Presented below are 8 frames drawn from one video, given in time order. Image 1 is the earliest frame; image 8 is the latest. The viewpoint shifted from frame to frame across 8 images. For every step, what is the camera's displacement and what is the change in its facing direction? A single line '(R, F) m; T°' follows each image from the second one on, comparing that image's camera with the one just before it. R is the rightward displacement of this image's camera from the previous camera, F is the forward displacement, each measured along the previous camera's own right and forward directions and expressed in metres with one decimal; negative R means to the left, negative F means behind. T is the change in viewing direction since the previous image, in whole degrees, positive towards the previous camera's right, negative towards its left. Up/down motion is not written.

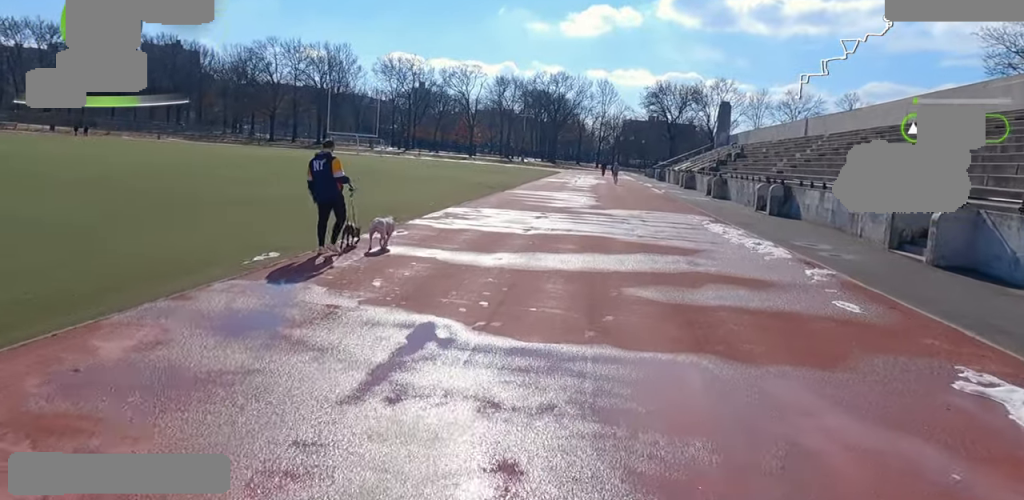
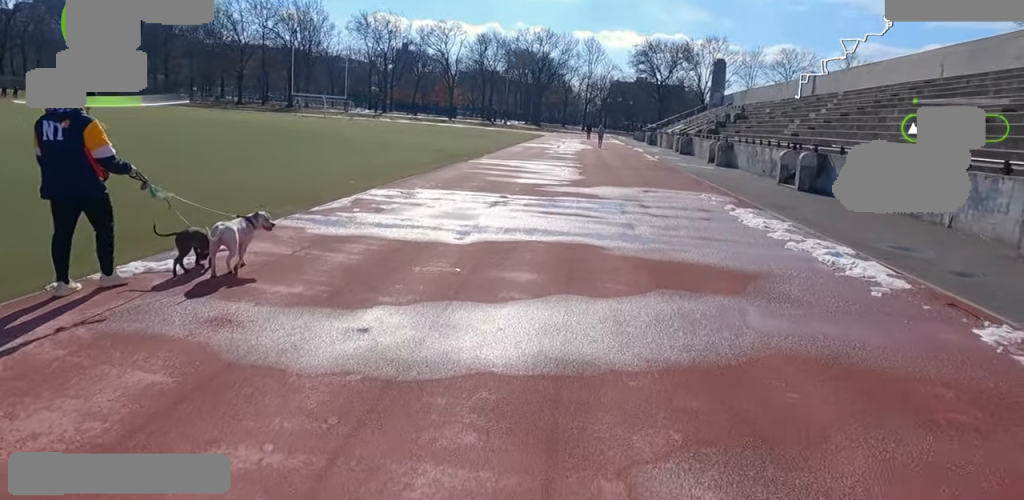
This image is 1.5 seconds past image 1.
(-1.0, +5.2) m; -13°
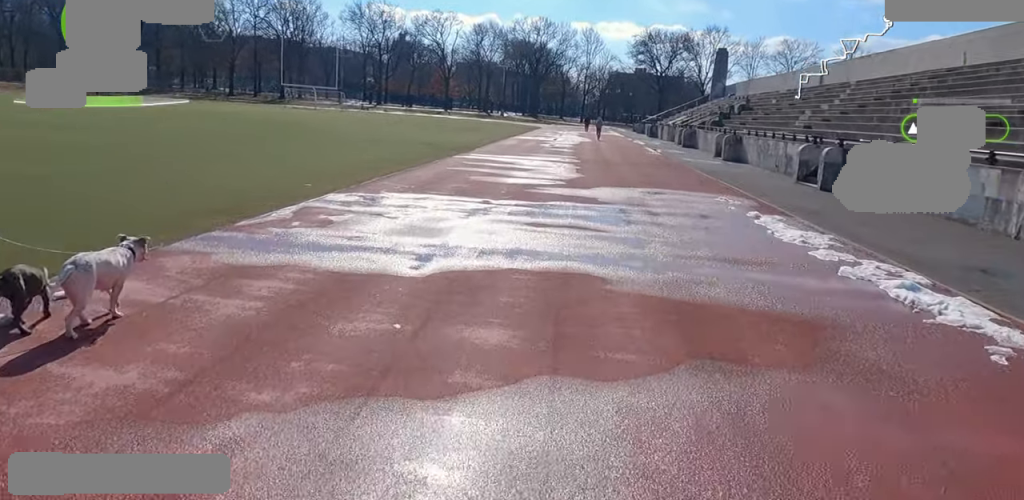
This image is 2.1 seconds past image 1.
(-0.1, +2.1) m; +3°
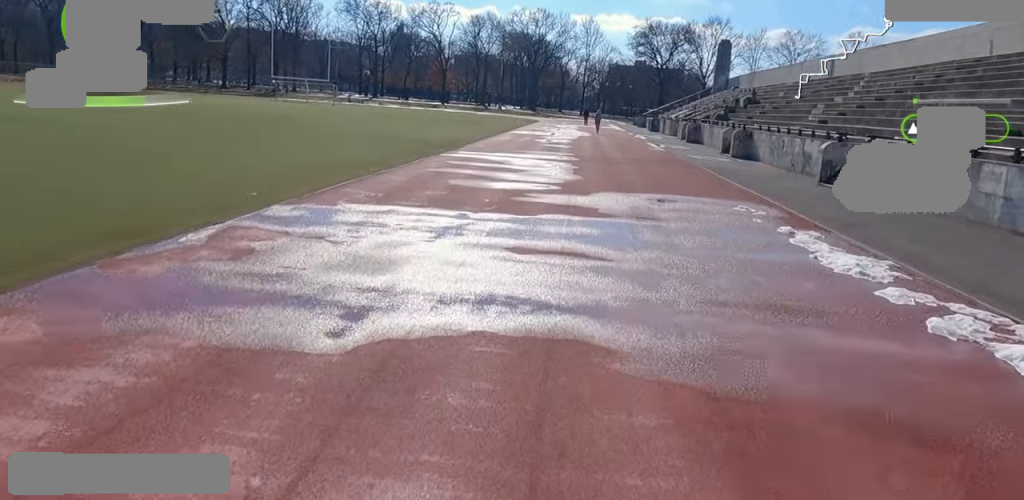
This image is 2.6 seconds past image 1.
(+0.4, +2.1) m; +6°
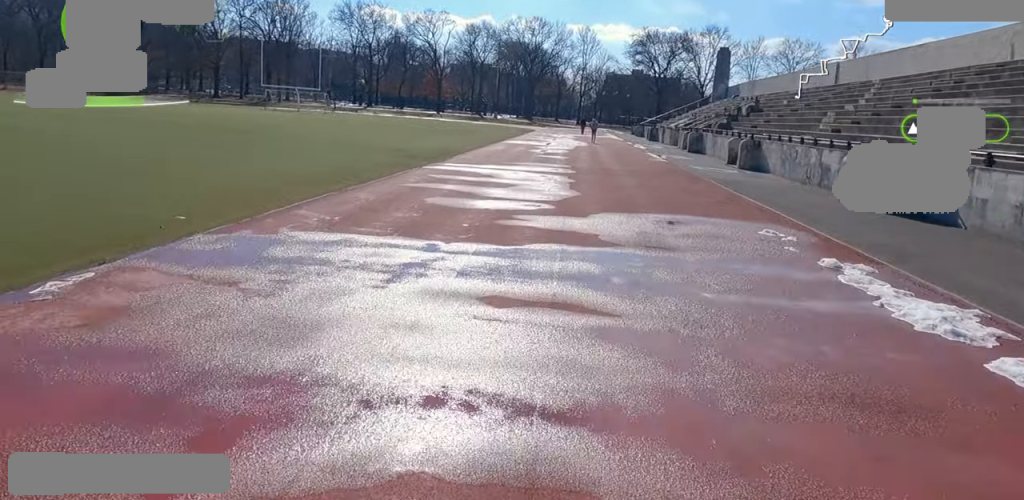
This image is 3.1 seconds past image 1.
(+0.1, +2.0) m; -3°
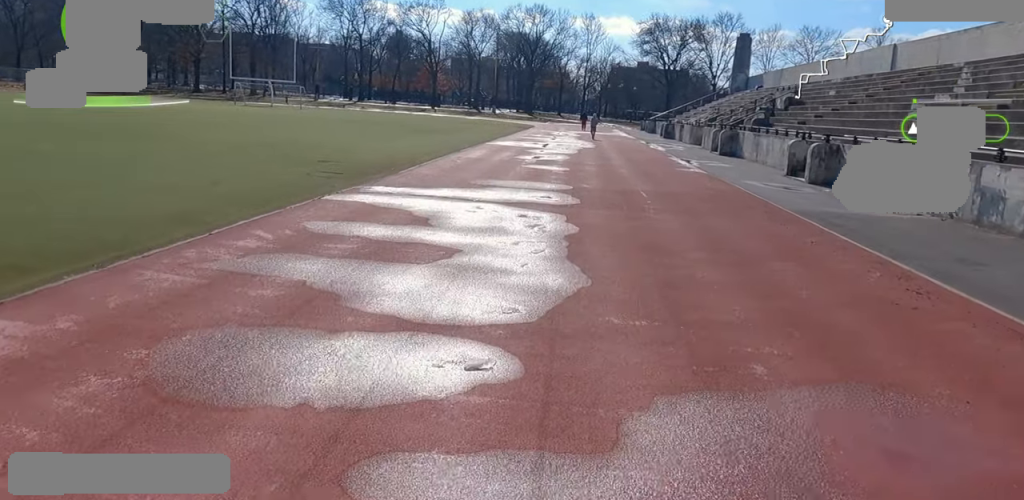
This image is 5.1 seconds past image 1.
(-2.0, +8.2) m; -14°
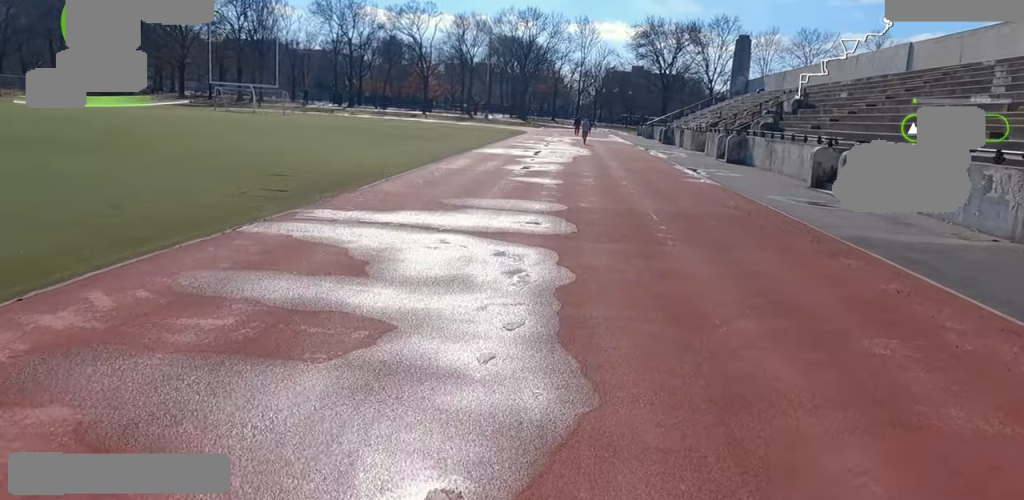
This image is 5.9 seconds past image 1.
(+0.7, +2.9) m; +3°
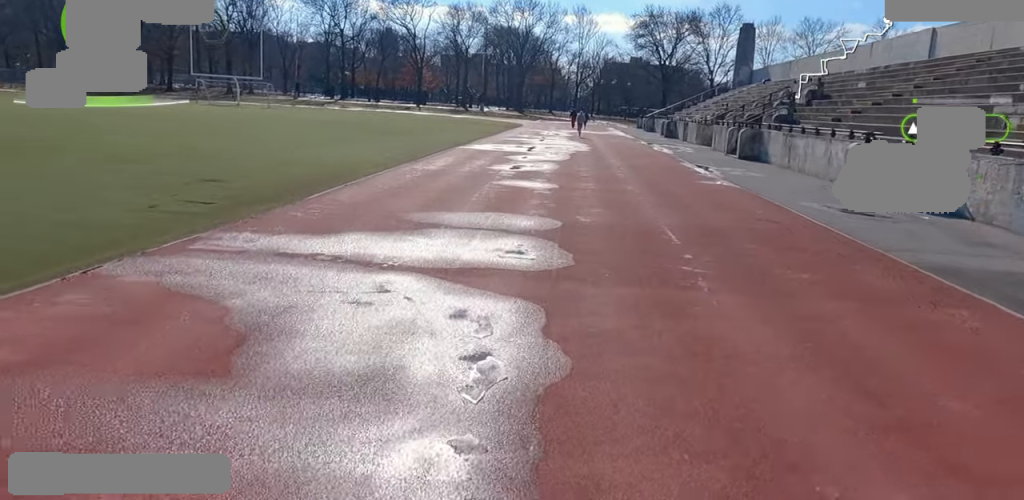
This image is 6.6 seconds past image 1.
(-0.5, +2.5) m; +3°
